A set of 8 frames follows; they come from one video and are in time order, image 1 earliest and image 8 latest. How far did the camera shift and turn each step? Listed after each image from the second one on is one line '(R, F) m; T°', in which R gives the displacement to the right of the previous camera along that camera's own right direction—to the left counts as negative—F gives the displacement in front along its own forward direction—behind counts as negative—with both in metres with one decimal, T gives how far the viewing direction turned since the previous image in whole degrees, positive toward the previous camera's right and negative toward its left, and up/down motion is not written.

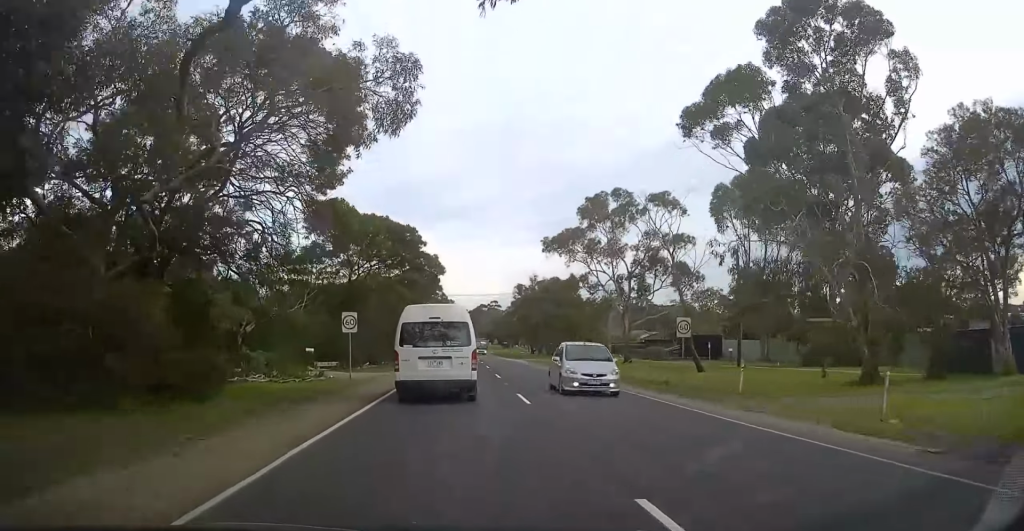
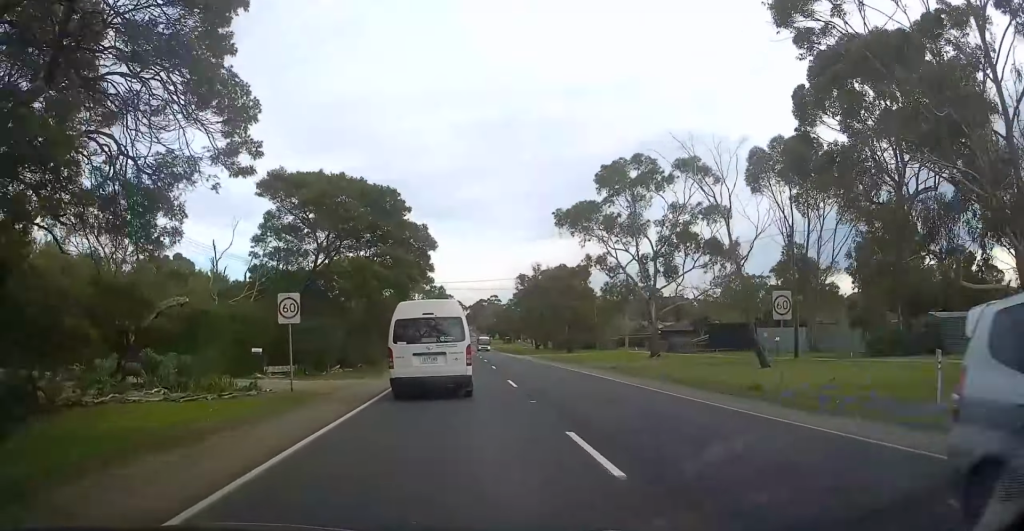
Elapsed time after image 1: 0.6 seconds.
(0.0, +8.7) m; 0°
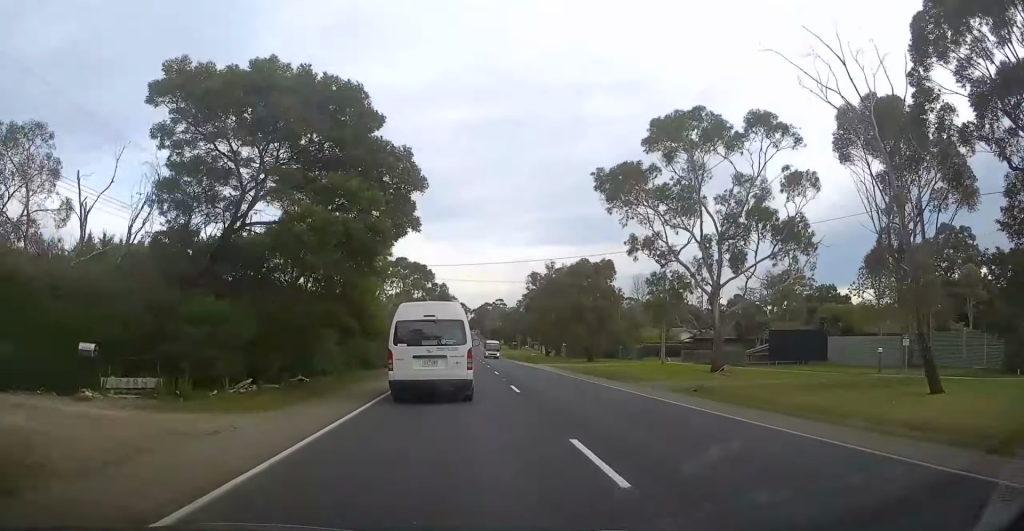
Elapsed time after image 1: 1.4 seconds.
(+0.1, +12.6) m; 0°
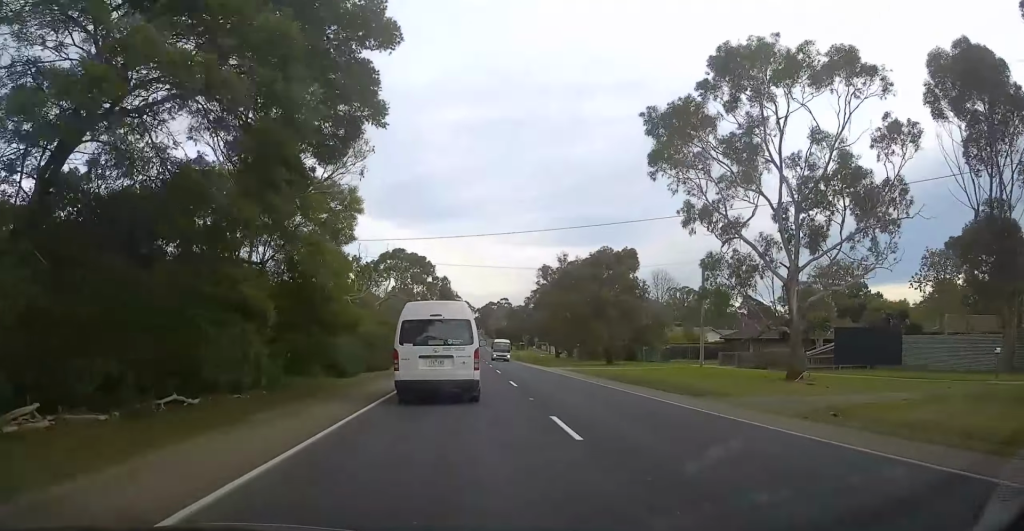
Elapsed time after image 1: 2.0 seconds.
(-0.1, +9.6) m; 0°
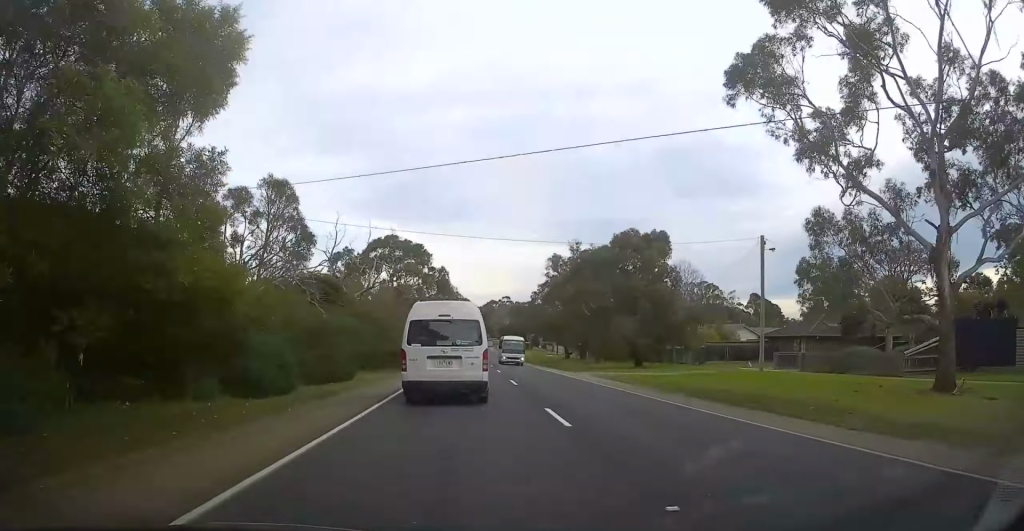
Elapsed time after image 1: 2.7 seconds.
(-0.1, +11.1) m; 0°
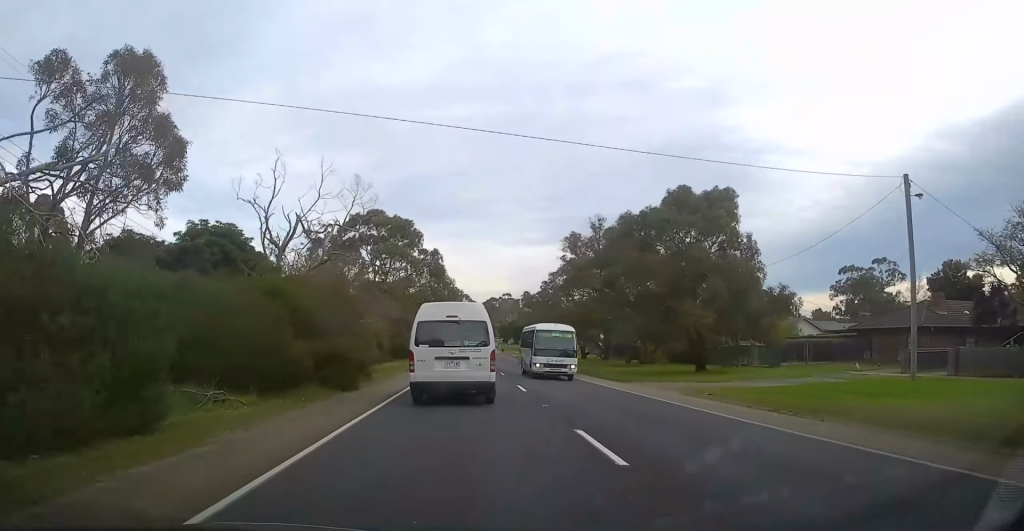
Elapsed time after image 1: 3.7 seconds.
(+0.2, +15.7) m; -1°
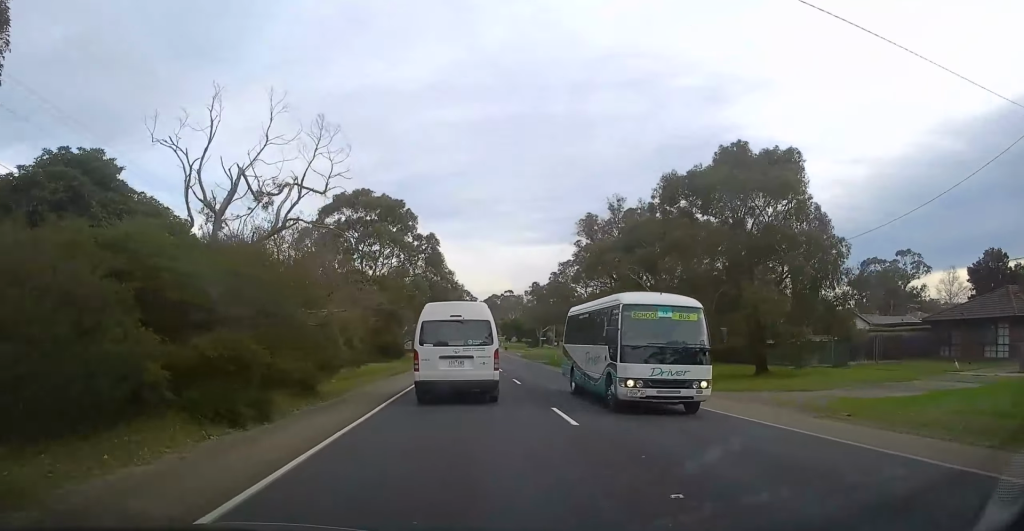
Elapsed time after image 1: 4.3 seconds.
(-0.5, +9.0) m; -1°
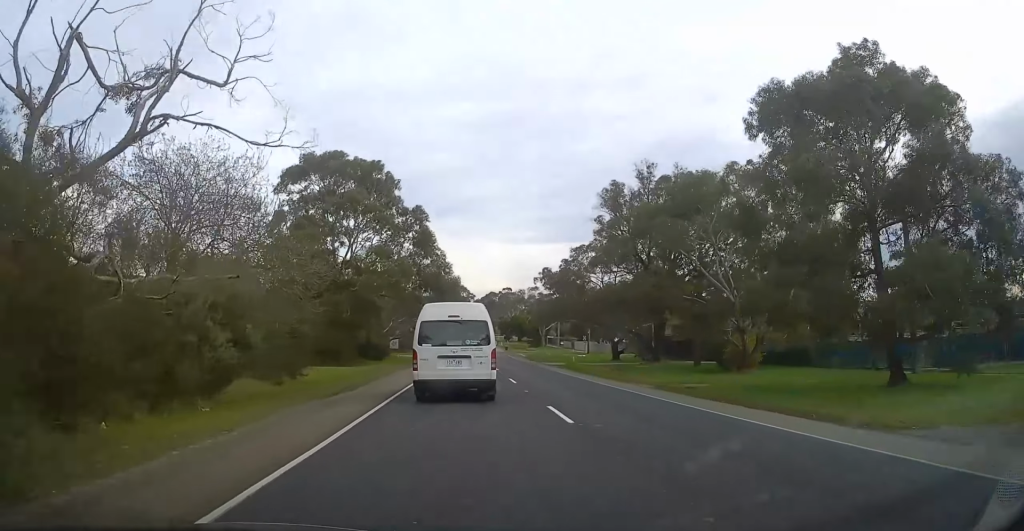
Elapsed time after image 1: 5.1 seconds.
(+0.2, +12.2) m; +1°
